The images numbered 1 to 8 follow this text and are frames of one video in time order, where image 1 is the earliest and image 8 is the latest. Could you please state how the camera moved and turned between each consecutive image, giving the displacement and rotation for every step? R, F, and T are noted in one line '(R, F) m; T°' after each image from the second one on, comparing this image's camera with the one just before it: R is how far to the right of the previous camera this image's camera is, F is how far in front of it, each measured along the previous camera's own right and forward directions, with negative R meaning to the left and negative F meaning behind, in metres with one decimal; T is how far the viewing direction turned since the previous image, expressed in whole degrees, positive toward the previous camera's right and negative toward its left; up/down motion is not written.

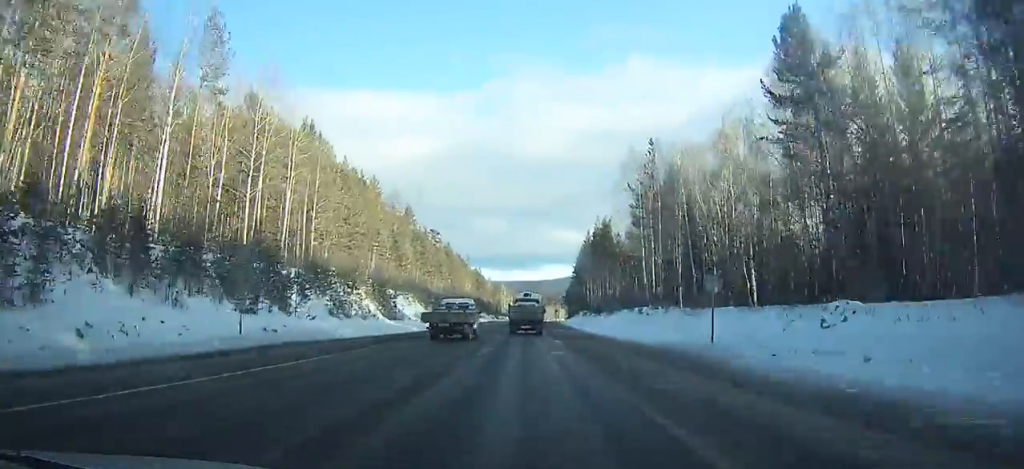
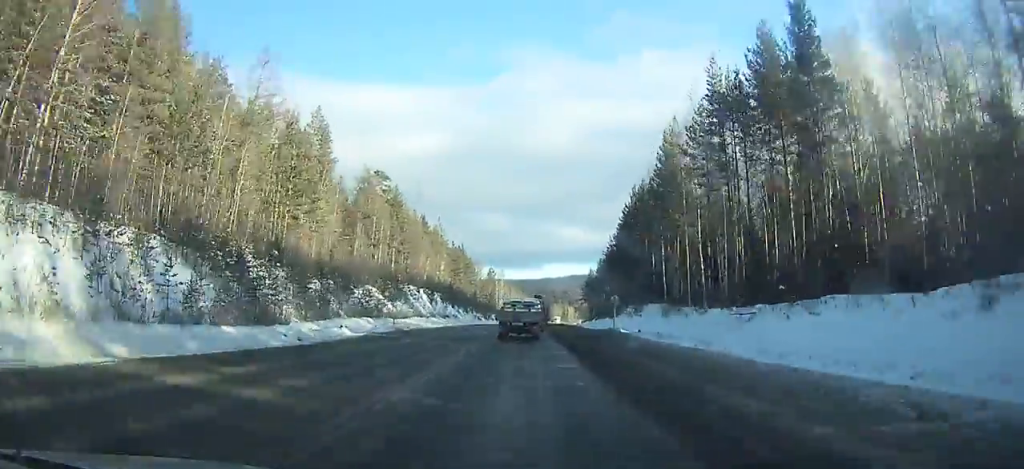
(+2.1, +75.5) m; +3°
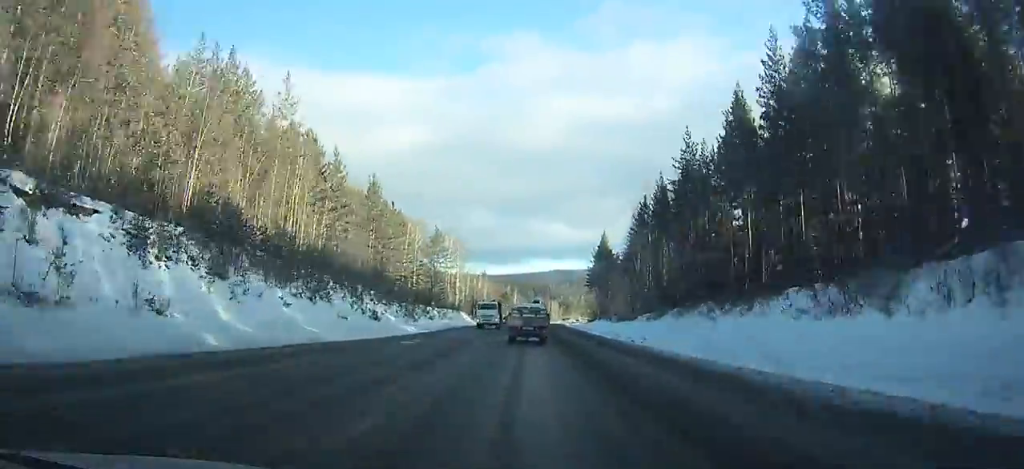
(+1.3, +79.5) m; +2°
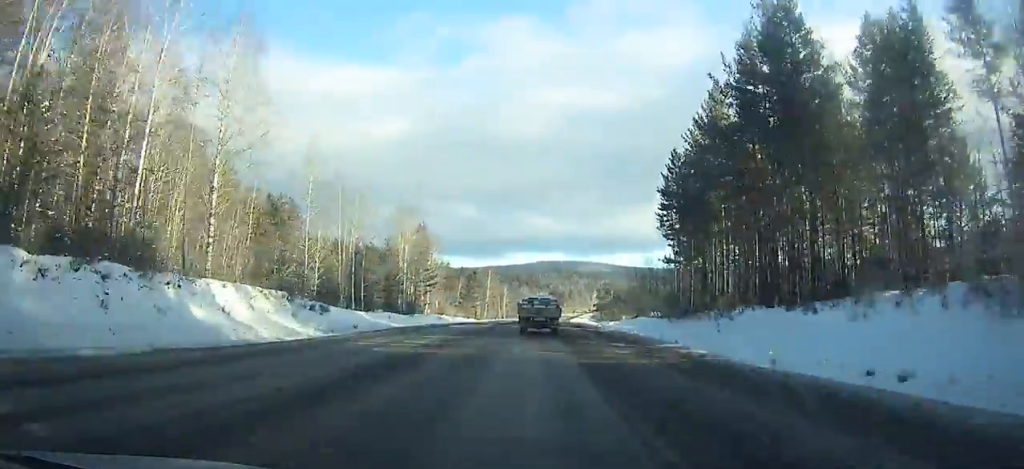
(+0.9, +90.2) m; +1°
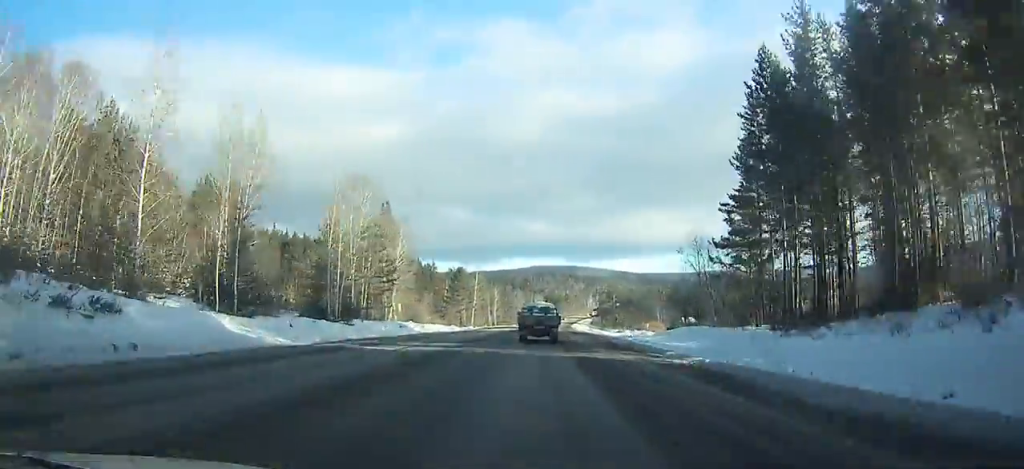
(-0.1, +24.1) m; 0°
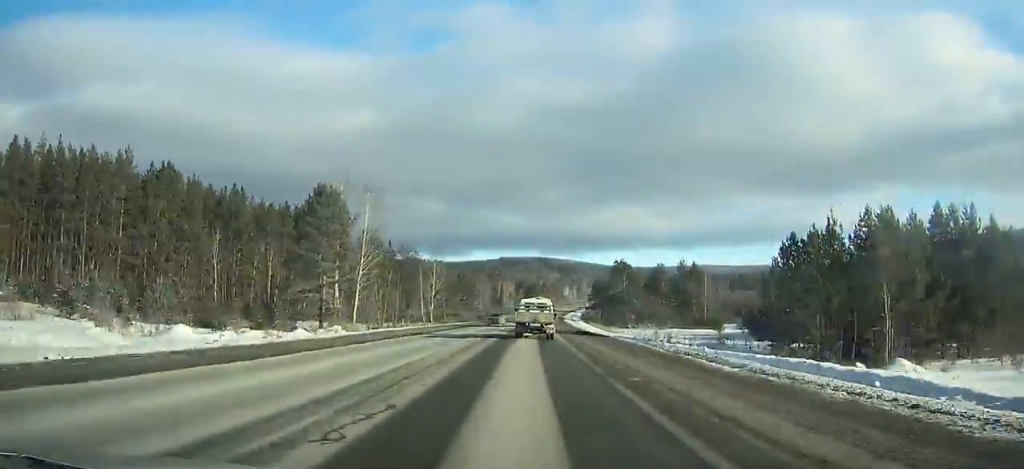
(+1.9, +84.7) m; +3°
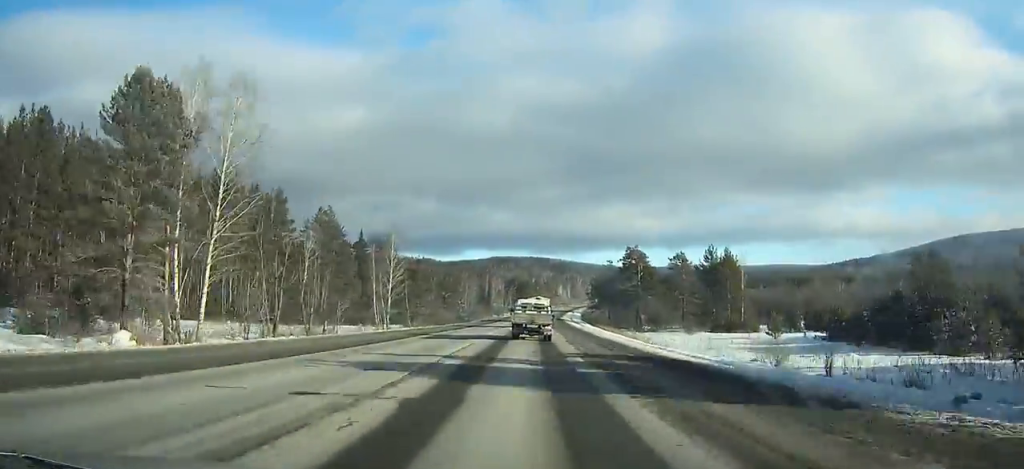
(+0.2, +31.6) m; +1°
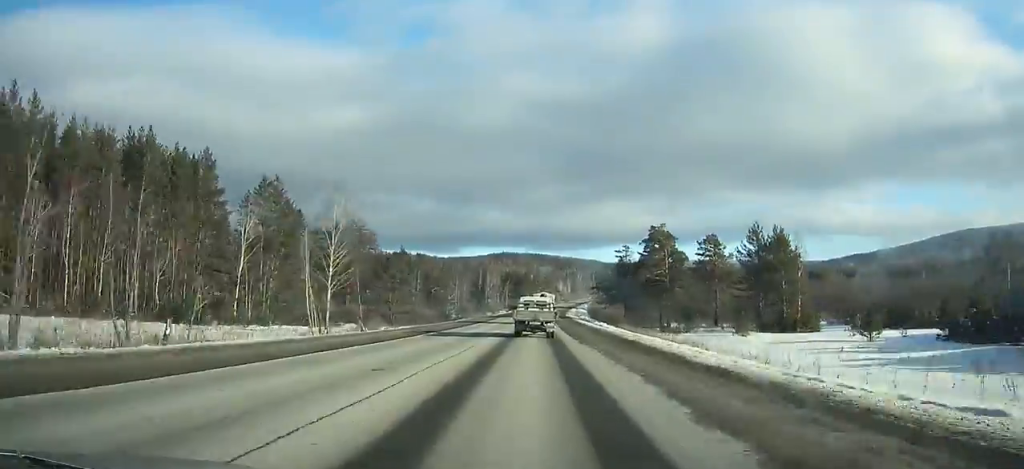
(+0.3, +26.2) m; +1°
